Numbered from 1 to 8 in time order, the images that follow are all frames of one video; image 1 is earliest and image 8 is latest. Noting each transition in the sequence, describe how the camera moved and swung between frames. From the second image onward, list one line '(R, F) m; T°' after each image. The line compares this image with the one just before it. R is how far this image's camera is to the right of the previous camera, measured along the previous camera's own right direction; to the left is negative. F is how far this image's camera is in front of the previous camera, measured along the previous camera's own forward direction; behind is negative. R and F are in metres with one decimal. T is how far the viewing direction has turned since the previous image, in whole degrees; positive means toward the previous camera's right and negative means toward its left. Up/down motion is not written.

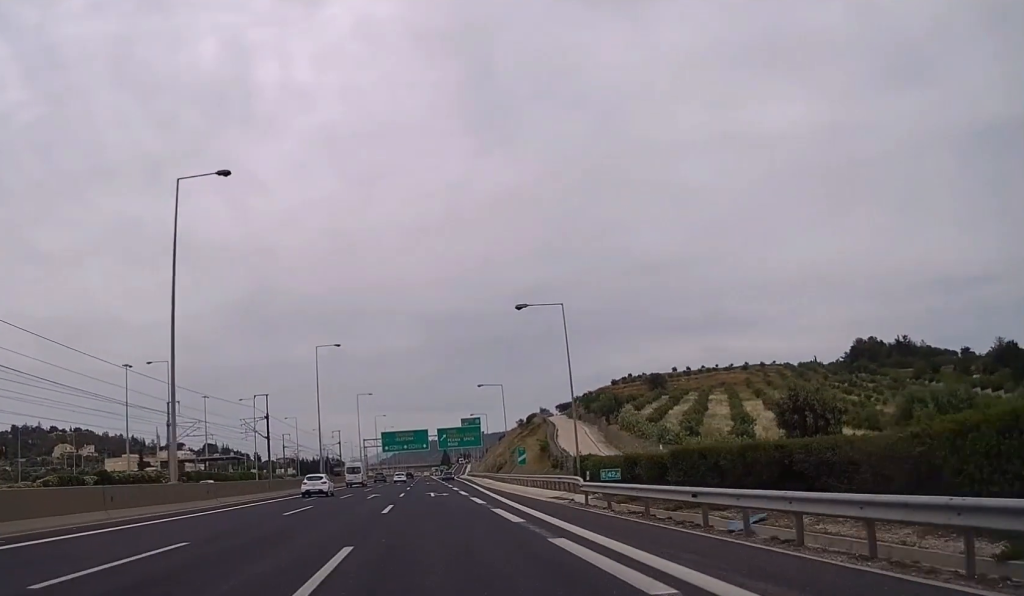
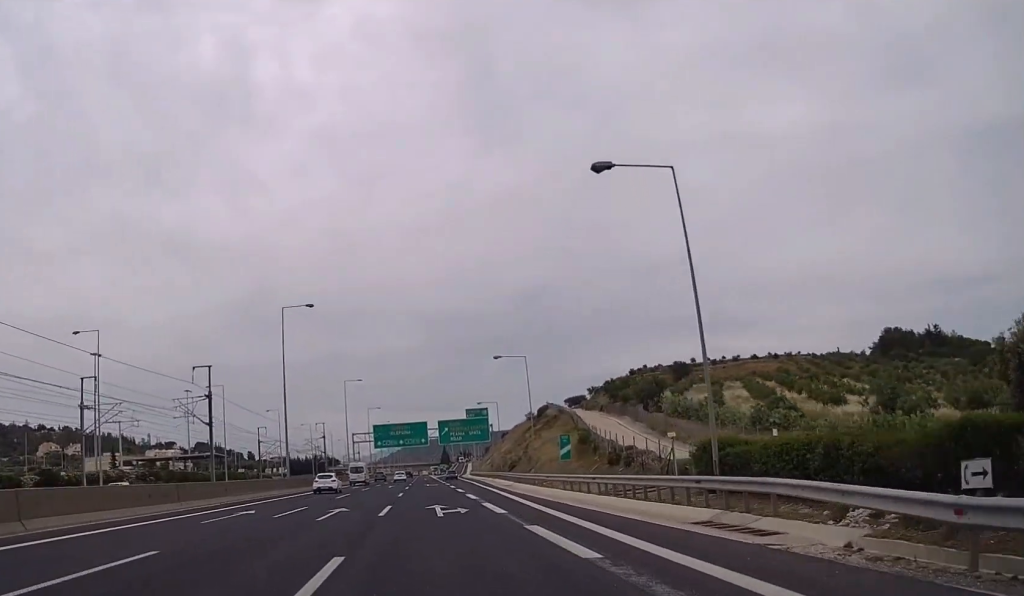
(0.0, +19.8) m; 0°
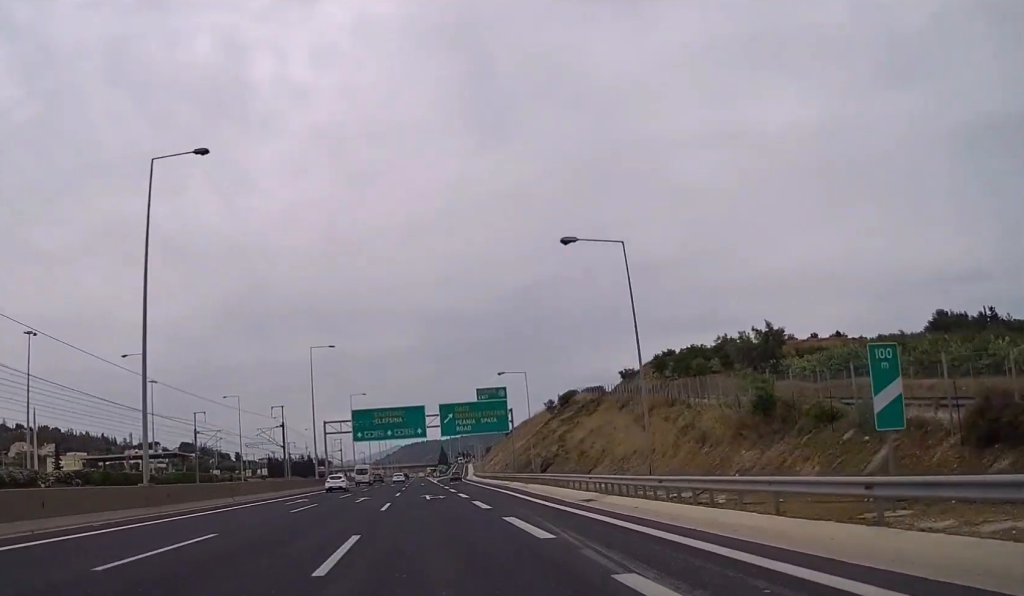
(0.0, +31.4) m; 0°
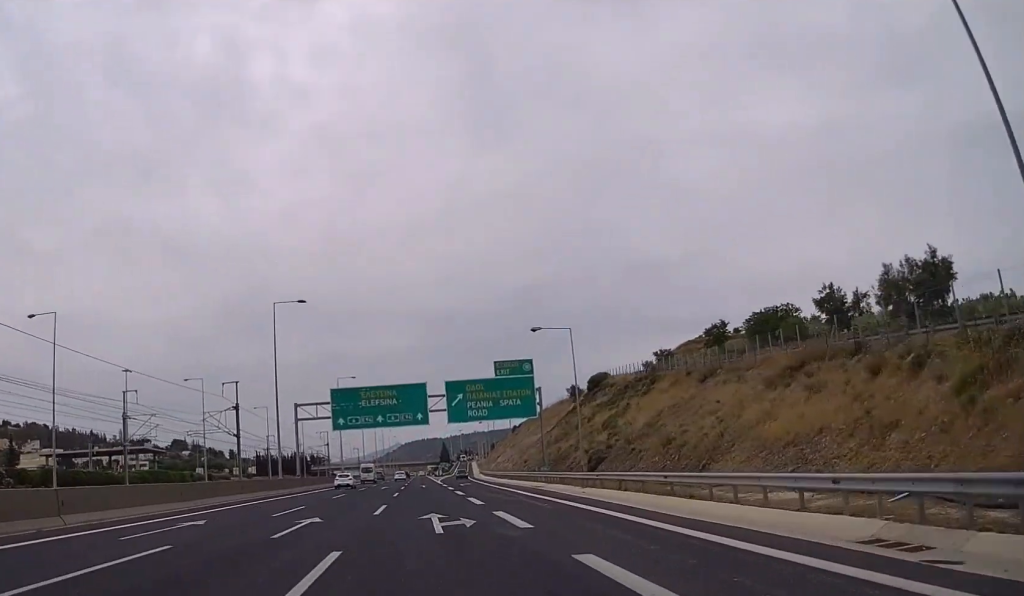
(0.0, +21.5) m; 0°
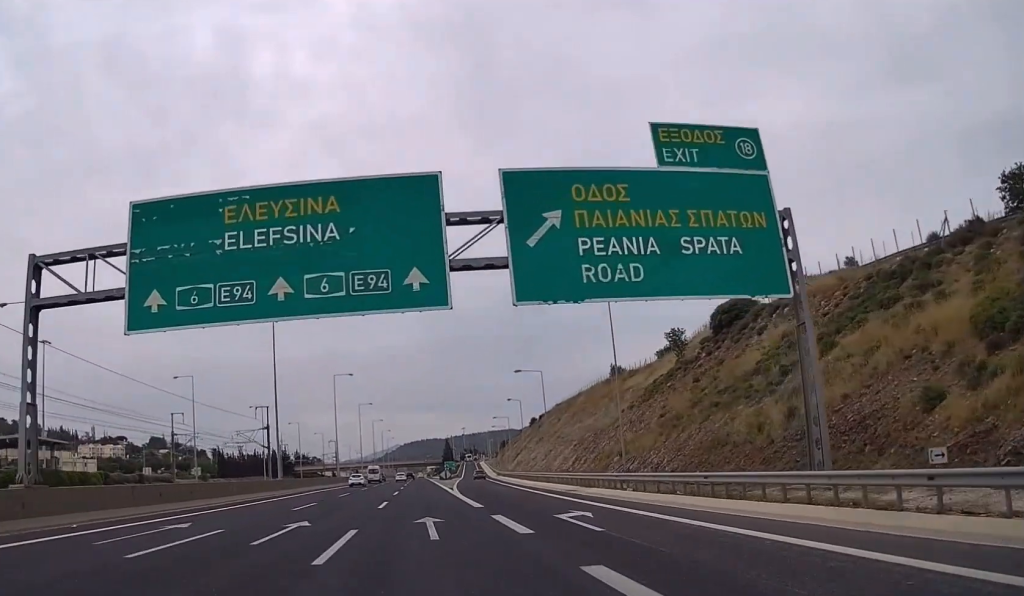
(0.0, +49.3) m; 0°
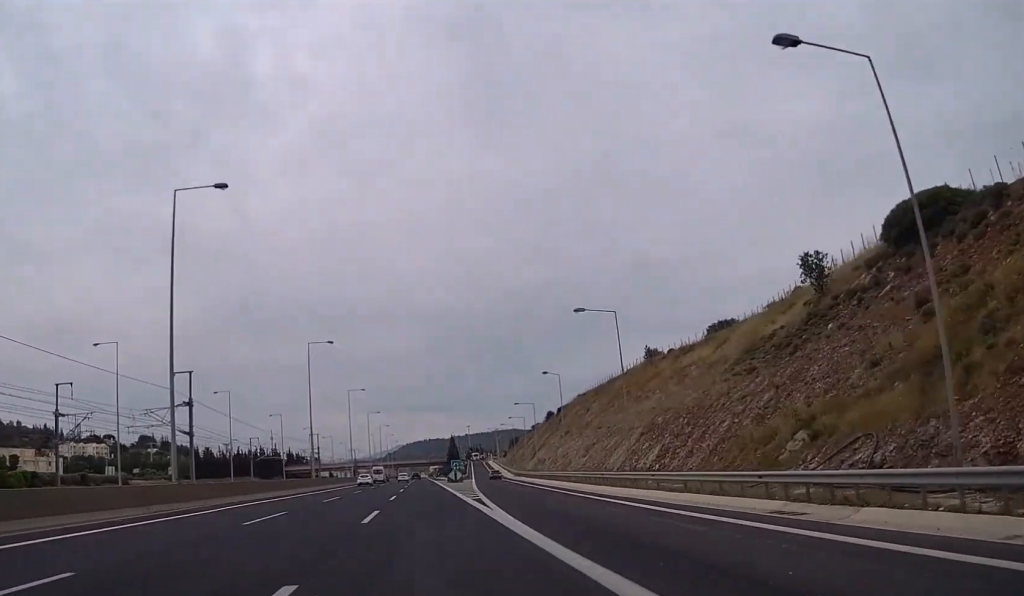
(0.0, +26.9) m; 0°
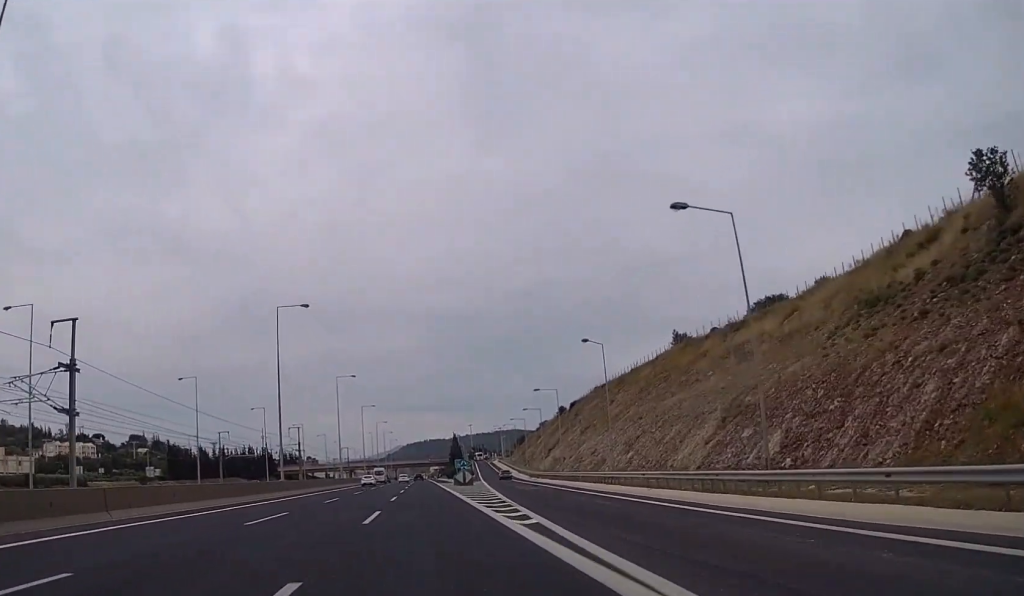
(0.0, +17.9) m; 0°
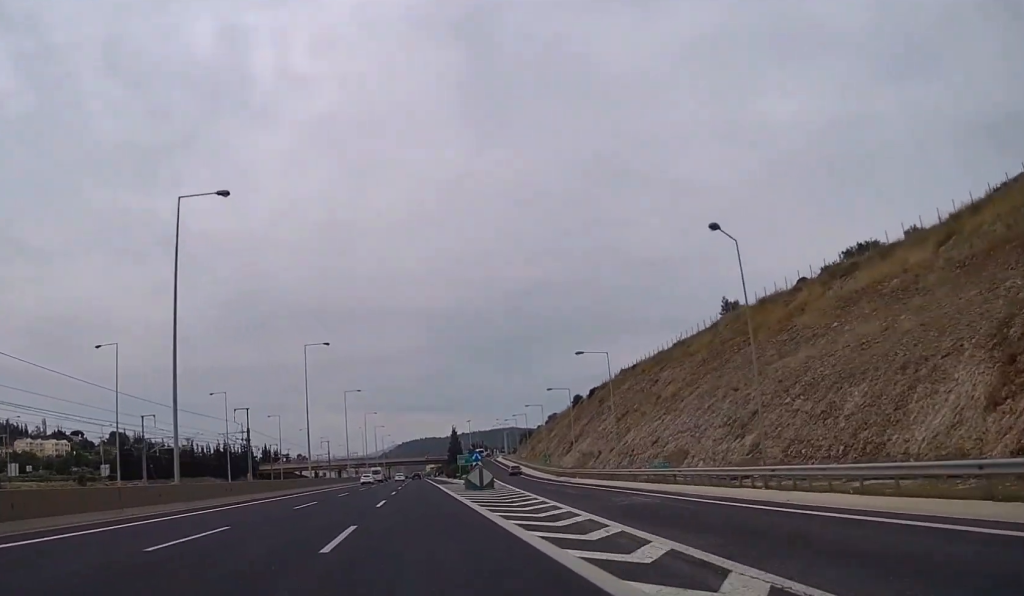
(0.0, +26.0) m; 0°
